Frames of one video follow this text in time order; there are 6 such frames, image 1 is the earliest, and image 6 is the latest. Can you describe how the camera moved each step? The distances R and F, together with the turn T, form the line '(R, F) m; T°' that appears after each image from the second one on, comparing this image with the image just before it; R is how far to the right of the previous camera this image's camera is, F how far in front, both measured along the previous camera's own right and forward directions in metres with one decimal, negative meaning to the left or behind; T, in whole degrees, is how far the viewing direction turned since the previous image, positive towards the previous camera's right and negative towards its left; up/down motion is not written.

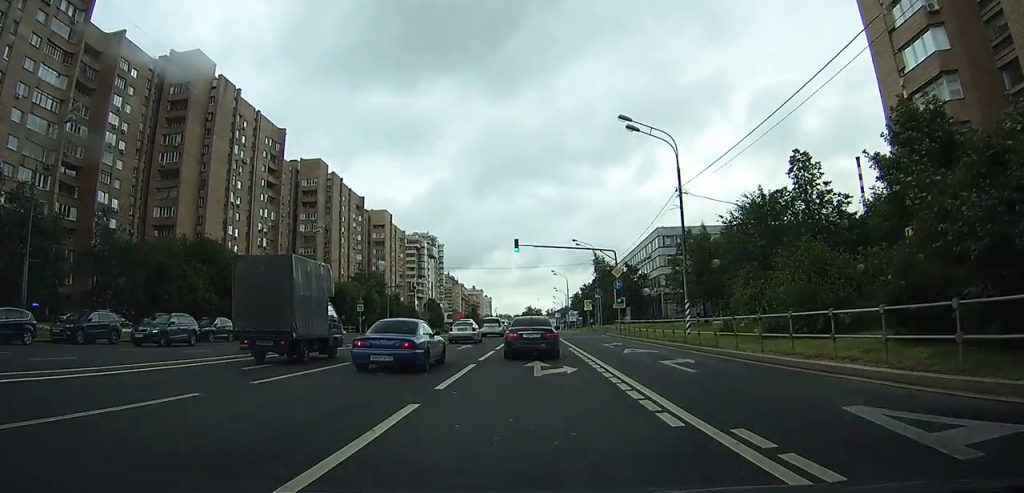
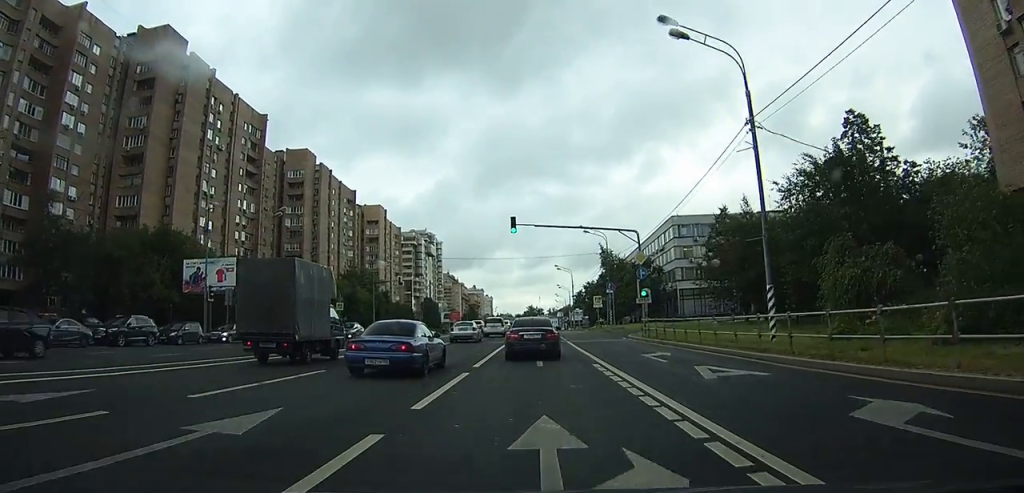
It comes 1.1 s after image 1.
(+0.1, +10.1) m; +1°
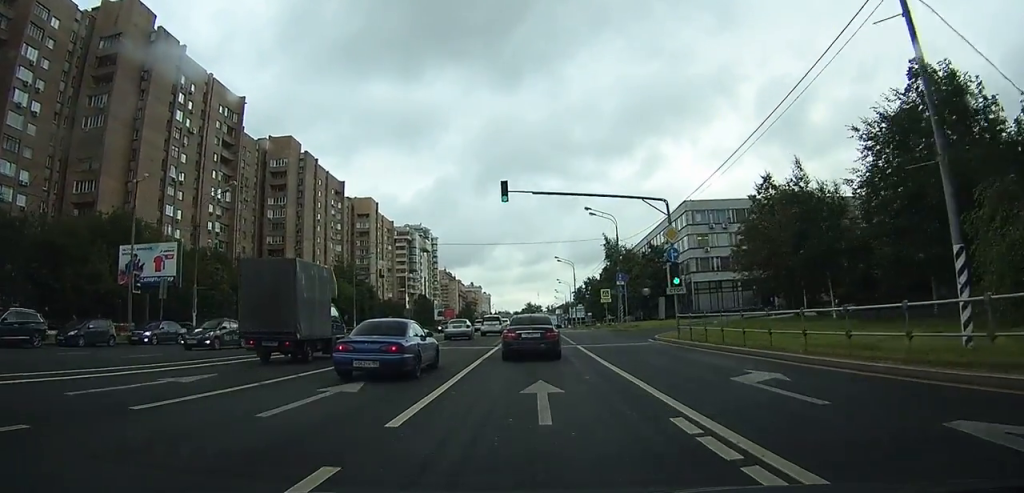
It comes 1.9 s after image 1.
(+0.1, +9.0) m; +1°
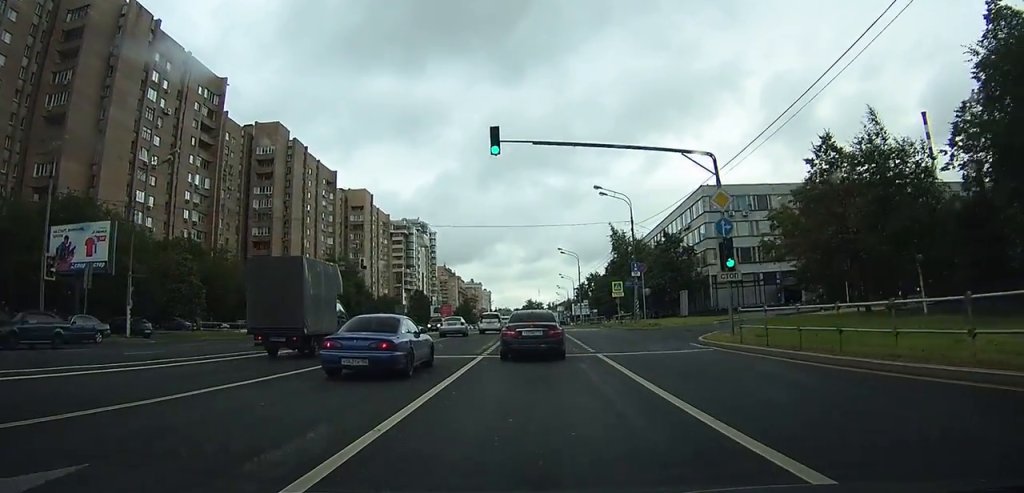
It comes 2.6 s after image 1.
(+0.1, +7.6) m; 0°
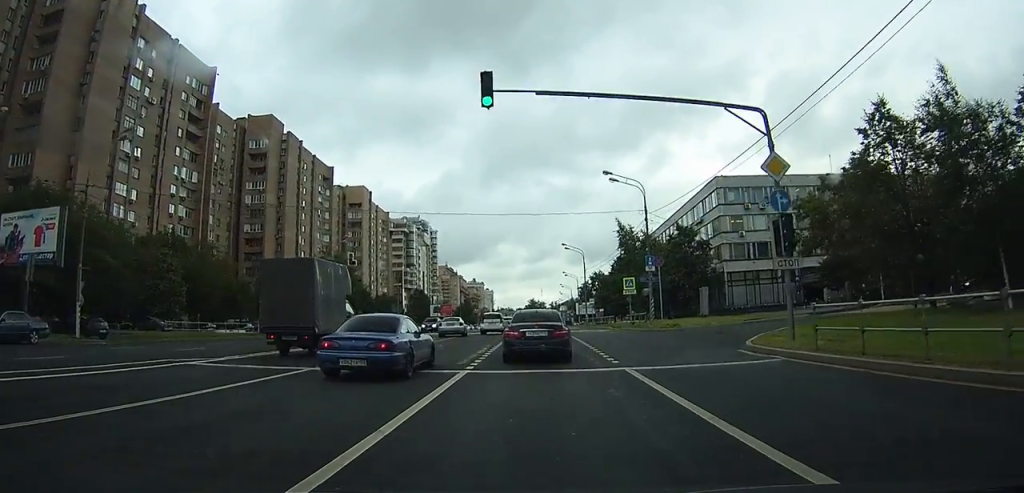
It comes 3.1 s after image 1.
(+0.1, +4.7) m; 0°
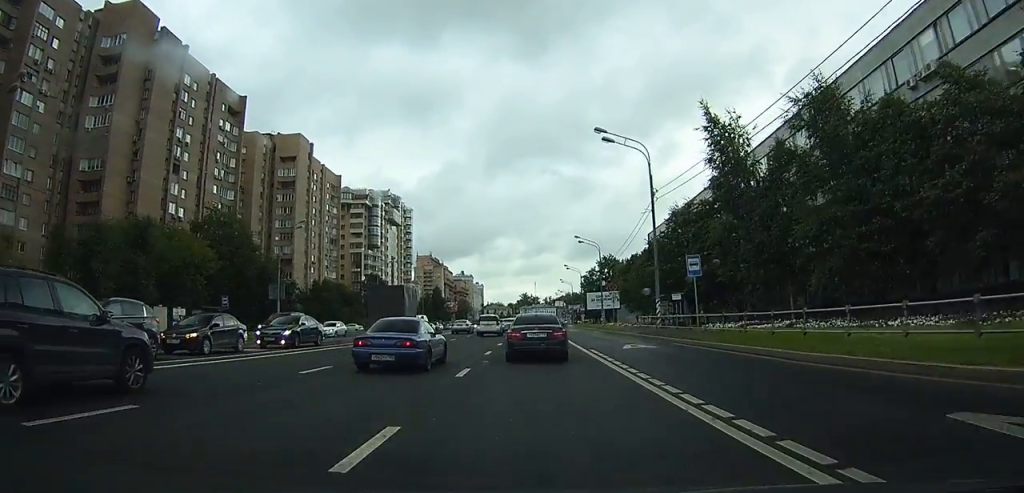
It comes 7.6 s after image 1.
(+1.4, +51.1) m; +3°
